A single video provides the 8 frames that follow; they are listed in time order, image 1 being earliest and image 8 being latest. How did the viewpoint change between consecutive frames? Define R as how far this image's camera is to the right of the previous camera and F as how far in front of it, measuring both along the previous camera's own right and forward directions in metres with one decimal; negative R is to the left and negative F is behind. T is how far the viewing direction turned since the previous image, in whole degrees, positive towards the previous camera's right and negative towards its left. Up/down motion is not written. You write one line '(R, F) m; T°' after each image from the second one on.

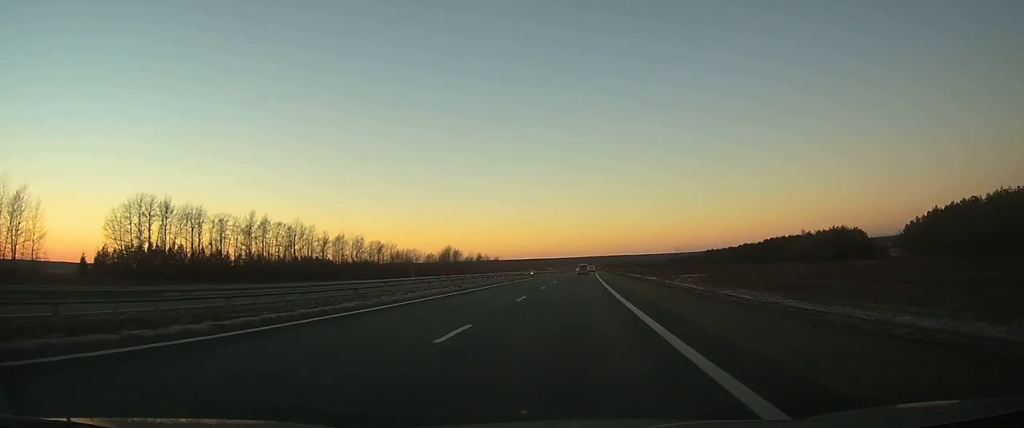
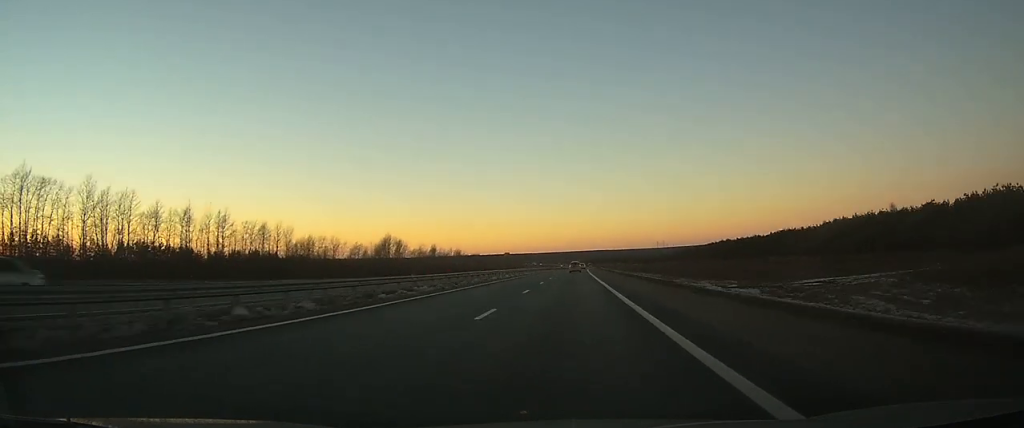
(+1.2, +81.1) m; +2°
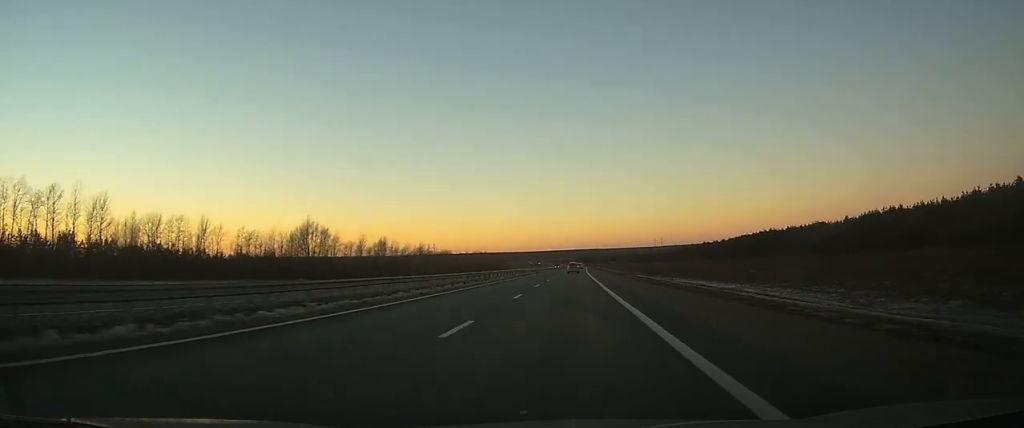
(+0.8, +73.0) m; +1°
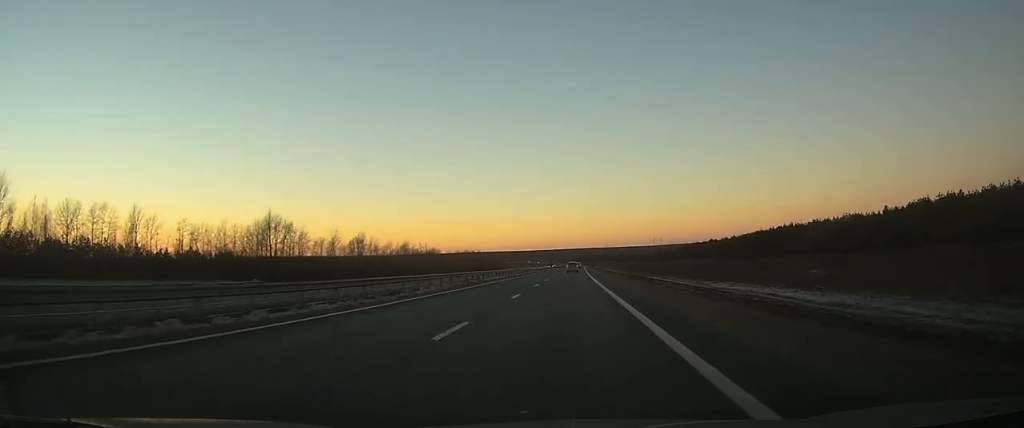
(+0.1, +23.3) m; 0°
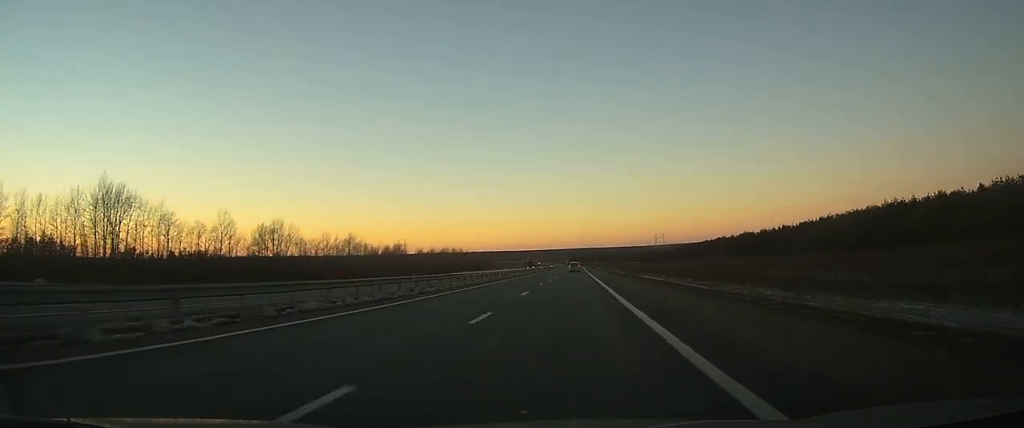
(+0.1, +67.7) m; 0°
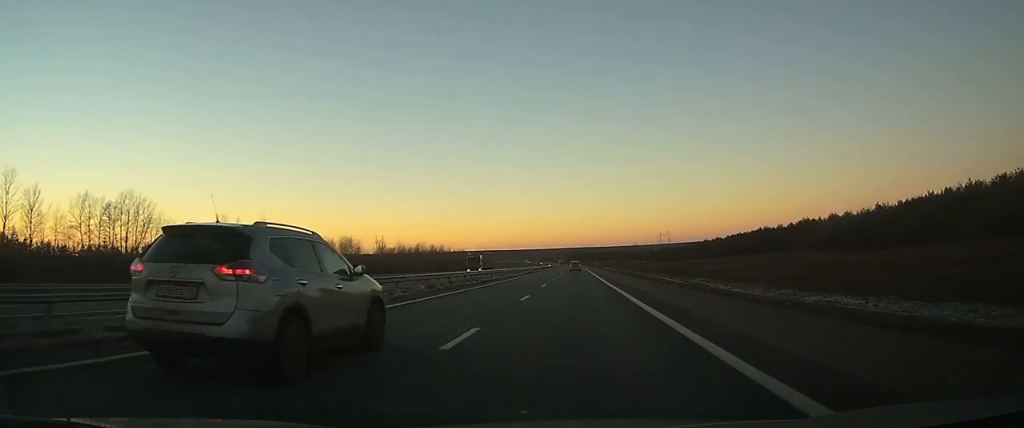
(+0.2, +66.7) m; 0°
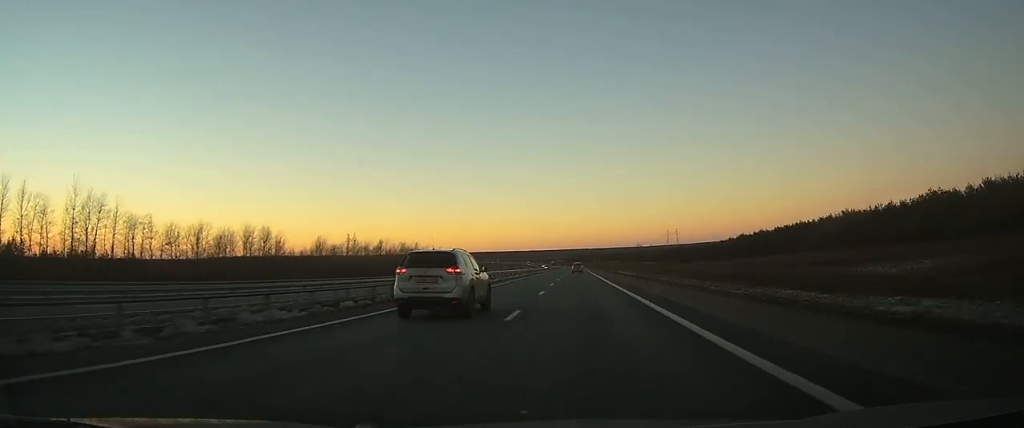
(+0.1, +67.2) m; 0°
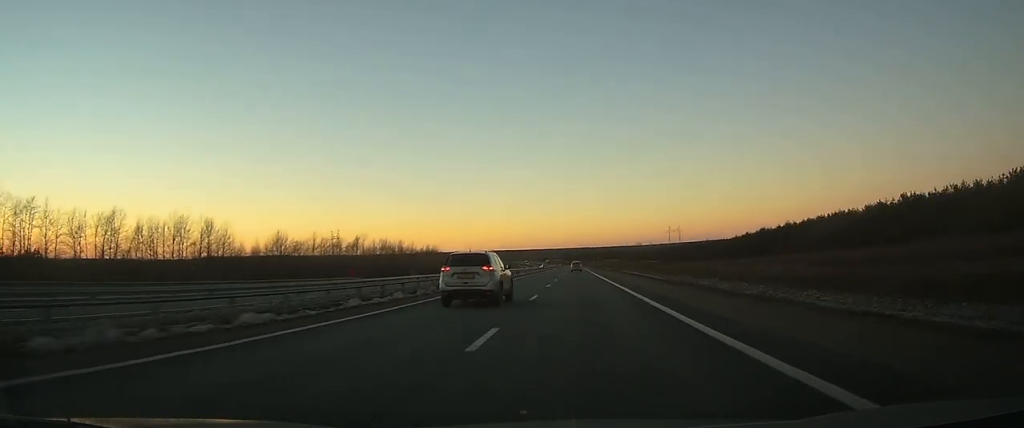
(0.0, +27.8) m; 0°
